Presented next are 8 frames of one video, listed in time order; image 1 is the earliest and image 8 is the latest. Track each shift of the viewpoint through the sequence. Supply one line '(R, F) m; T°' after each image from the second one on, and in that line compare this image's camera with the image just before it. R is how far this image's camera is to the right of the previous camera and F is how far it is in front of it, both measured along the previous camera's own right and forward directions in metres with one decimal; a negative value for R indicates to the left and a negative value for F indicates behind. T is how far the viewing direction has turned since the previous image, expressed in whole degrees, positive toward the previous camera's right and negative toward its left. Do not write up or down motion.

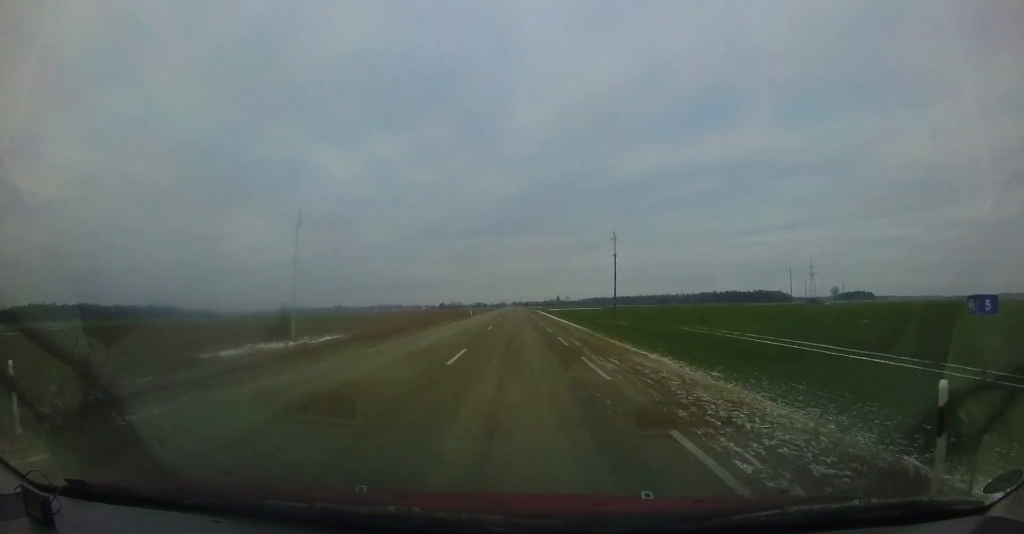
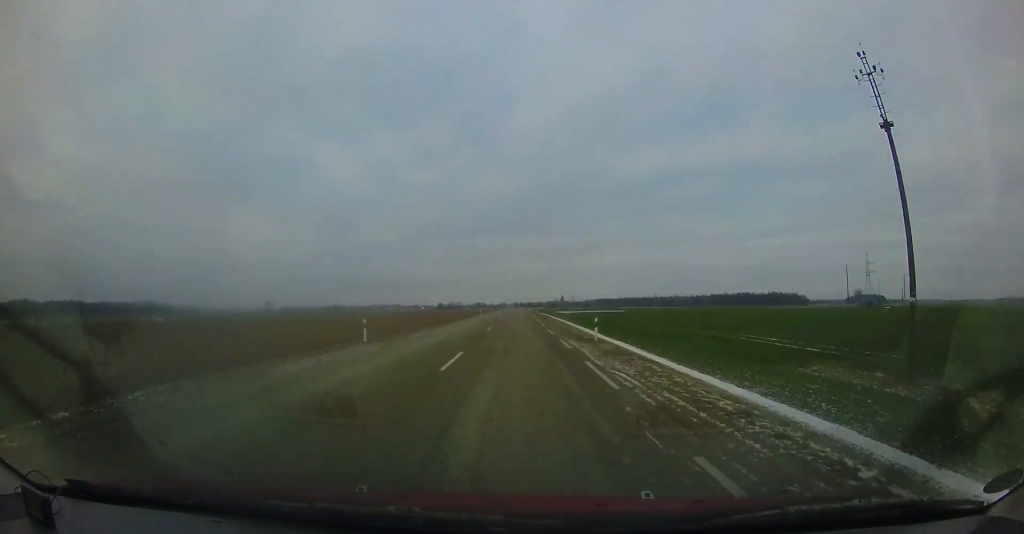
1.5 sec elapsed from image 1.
(-0.3, +36.6) m; 0°
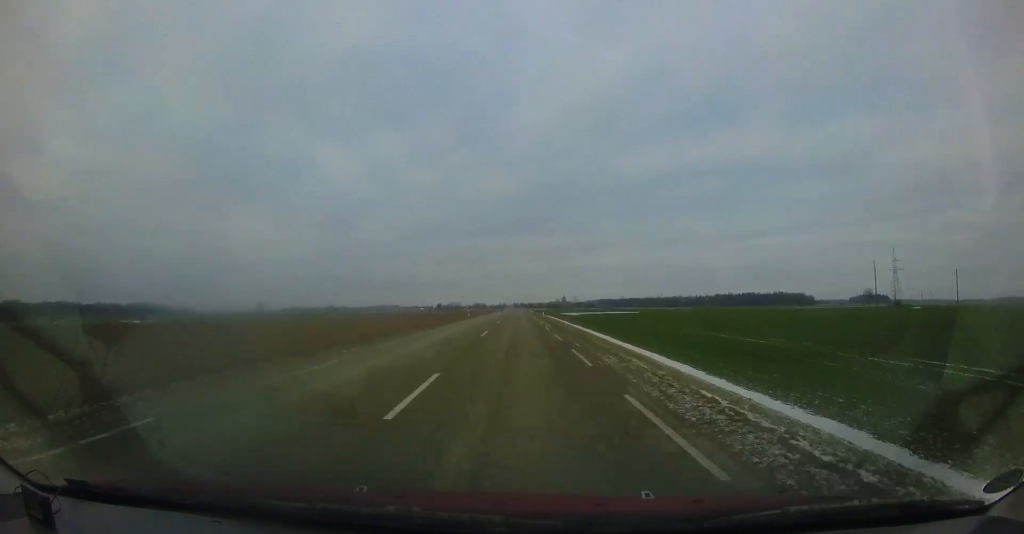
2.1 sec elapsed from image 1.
(-0.2, +15.5) m; 0°
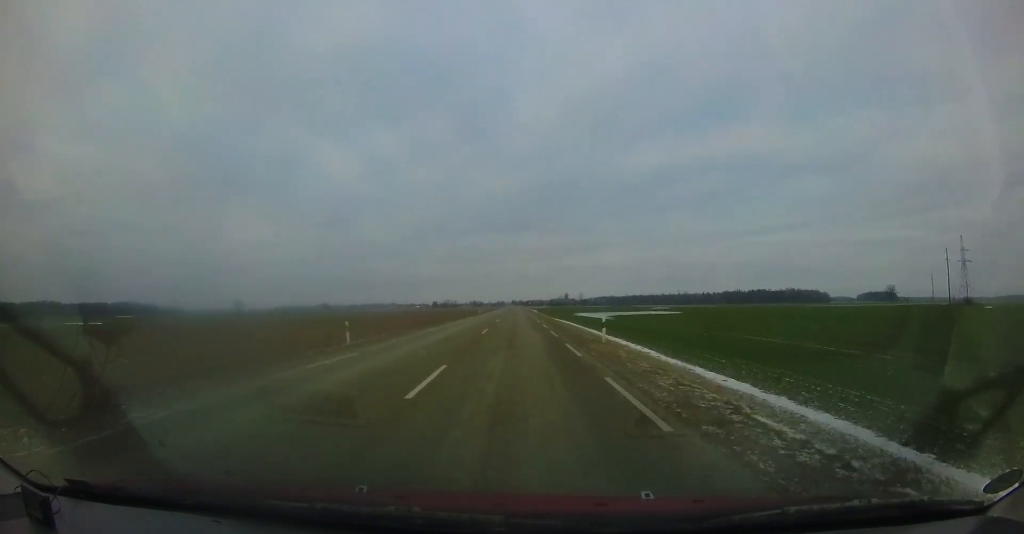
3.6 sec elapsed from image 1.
(+0.7, +34.7) m; +1°
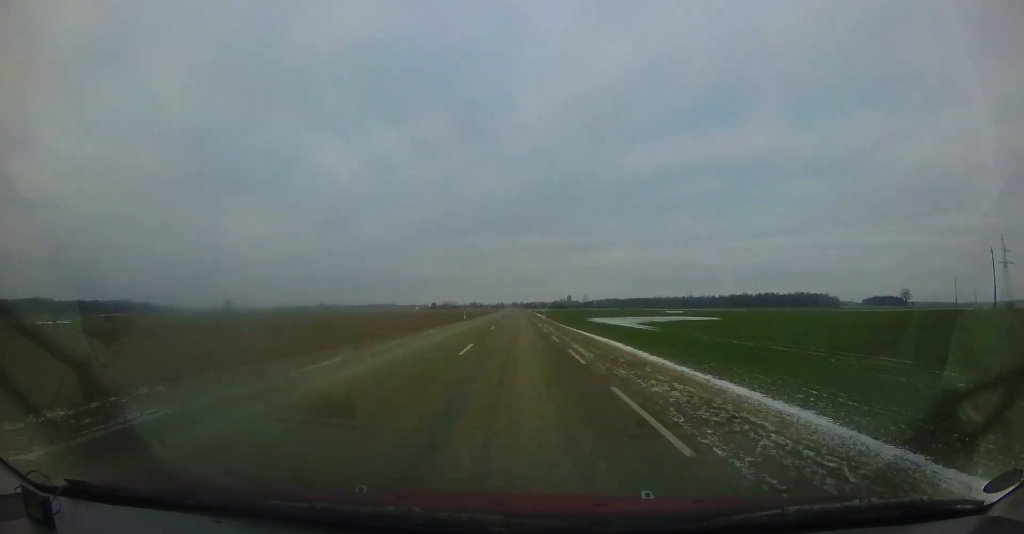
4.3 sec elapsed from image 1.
(0.0, +18.6) m; 0°
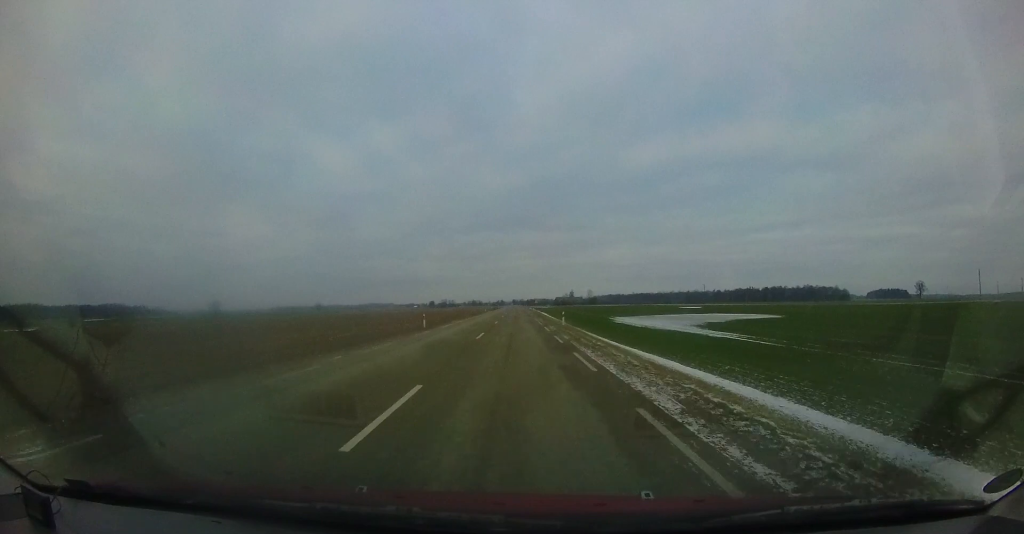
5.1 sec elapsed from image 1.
(-0.2, +19.5) m; 0°
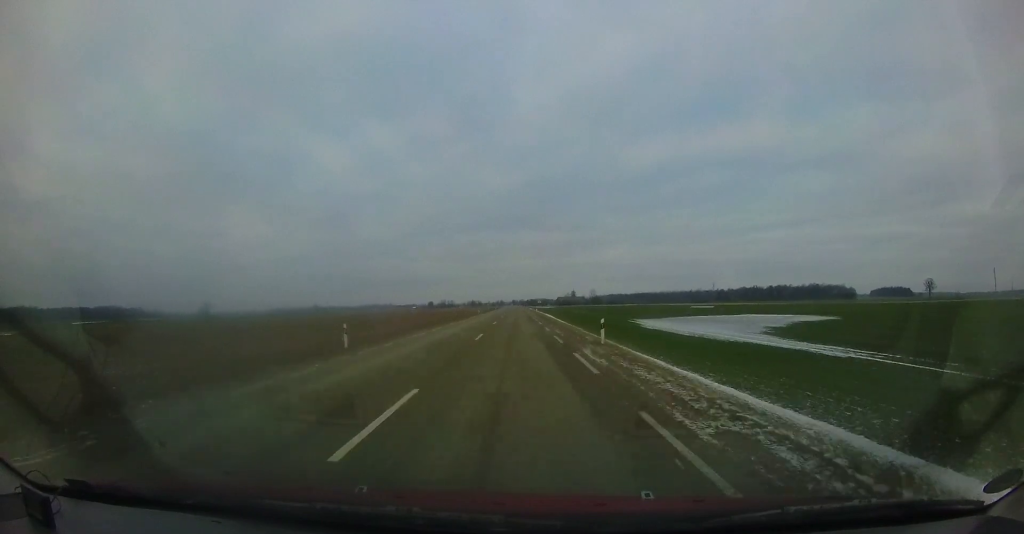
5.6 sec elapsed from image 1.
(+0.1, +12.2) m; 0°
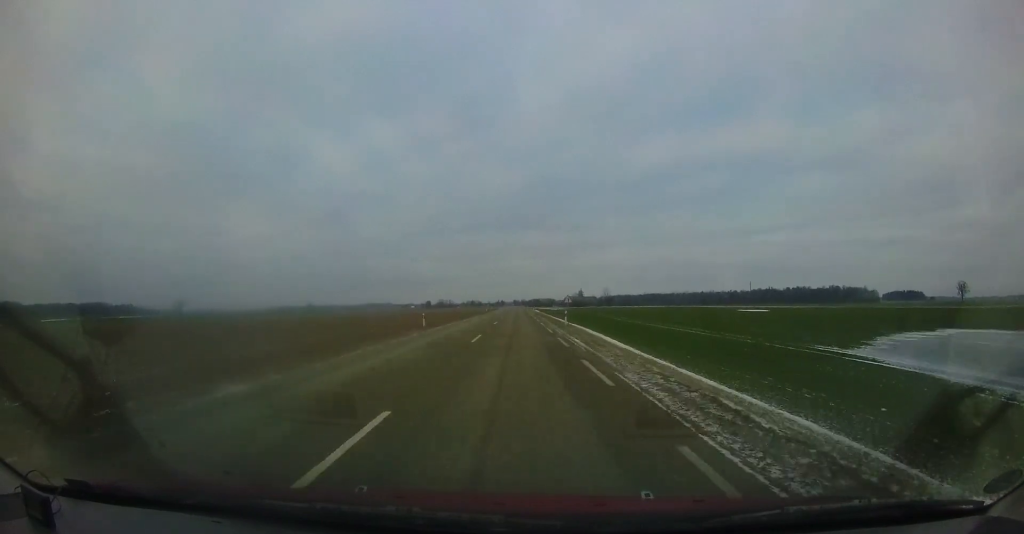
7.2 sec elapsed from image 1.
(-0.2, +37.4) m; 0°
